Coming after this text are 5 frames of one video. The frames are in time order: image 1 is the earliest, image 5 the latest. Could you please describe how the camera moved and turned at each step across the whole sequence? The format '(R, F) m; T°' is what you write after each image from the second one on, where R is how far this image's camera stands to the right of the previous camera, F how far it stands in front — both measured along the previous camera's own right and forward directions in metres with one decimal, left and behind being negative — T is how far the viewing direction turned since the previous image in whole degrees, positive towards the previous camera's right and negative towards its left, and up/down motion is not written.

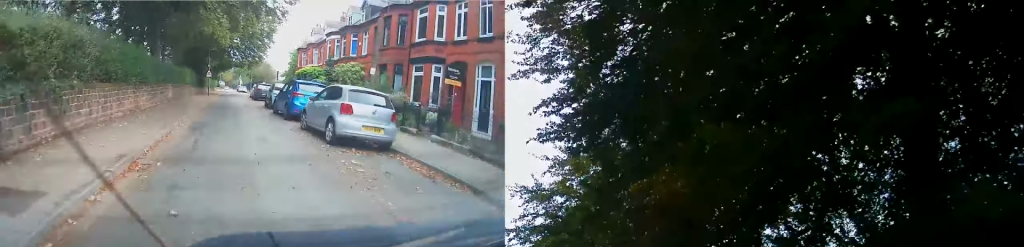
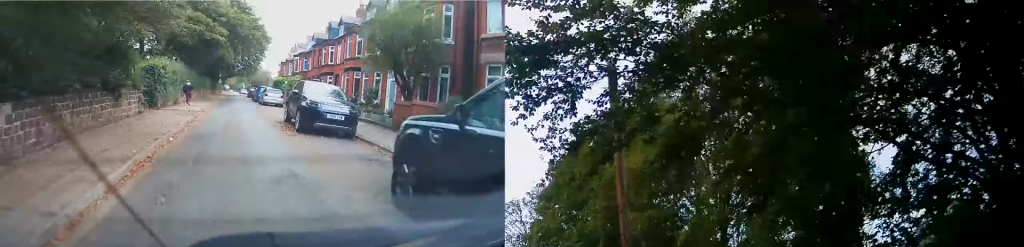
(0.0, +19.0) m; -1°
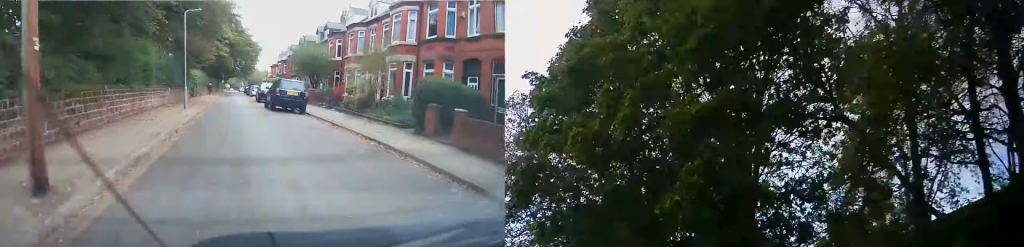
(+0.3, +16.4) m; 0°
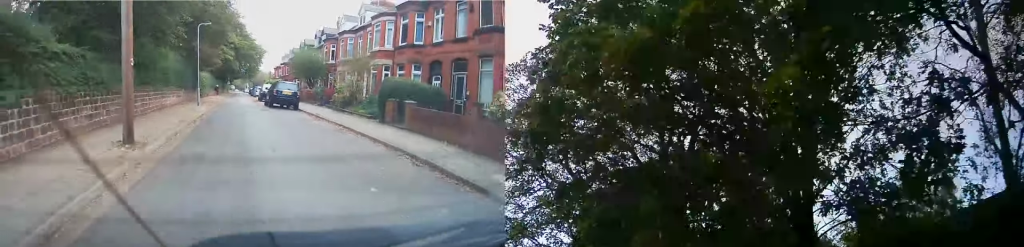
(-0.3, +3.3) m; -2°
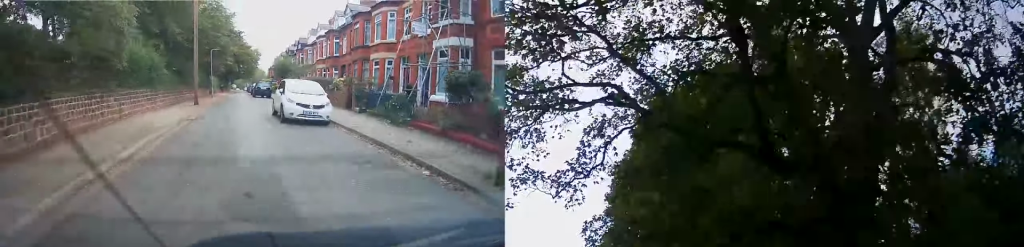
(+0.1, +13.7) m; +1°
